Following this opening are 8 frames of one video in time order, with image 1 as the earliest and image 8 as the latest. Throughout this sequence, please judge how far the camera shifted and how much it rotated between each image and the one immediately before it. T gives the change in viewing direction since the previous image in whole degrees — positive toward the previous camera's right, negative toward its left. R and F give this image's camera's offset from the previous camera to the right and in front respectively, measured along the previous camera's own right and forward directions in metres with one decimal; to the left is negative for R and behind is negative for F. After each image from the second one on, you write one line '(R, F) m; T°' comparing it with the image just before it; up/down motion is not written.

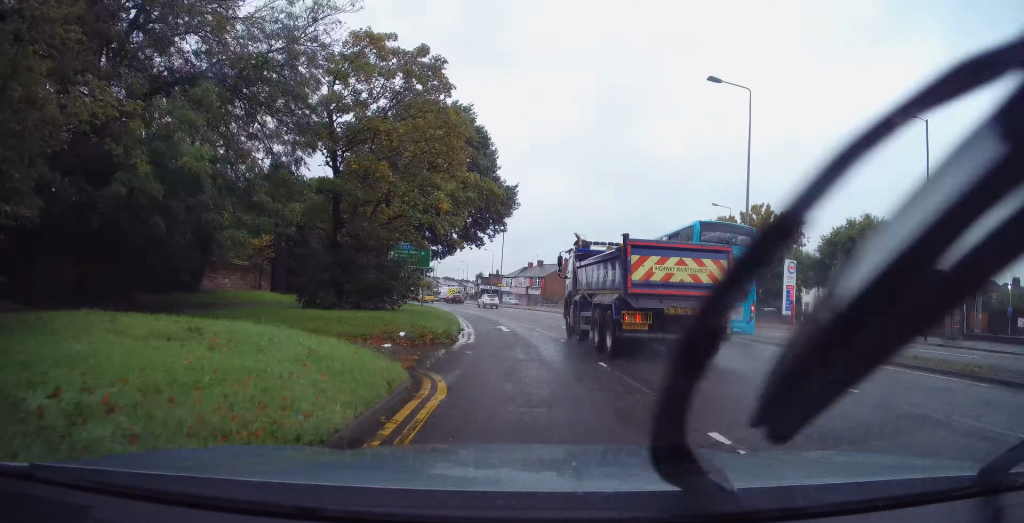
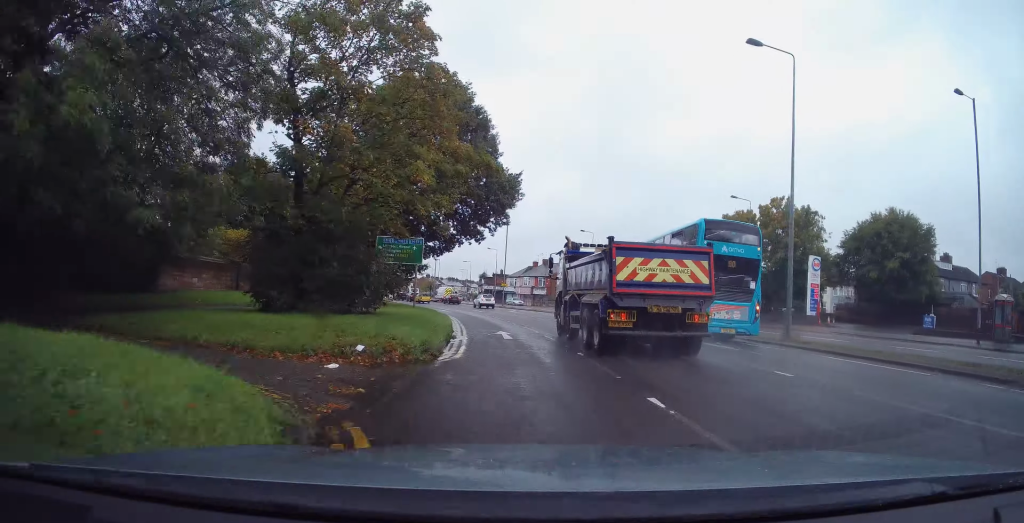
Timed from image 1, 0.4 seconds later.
(+0.1, +4.0) m; -1°
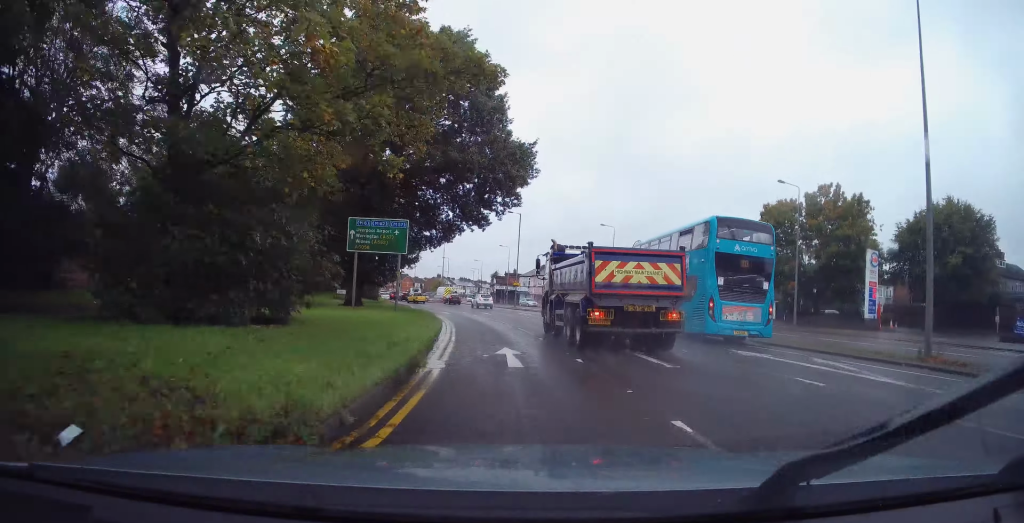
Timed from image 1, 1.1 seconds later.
(-0.2, +7.5) m; -1°
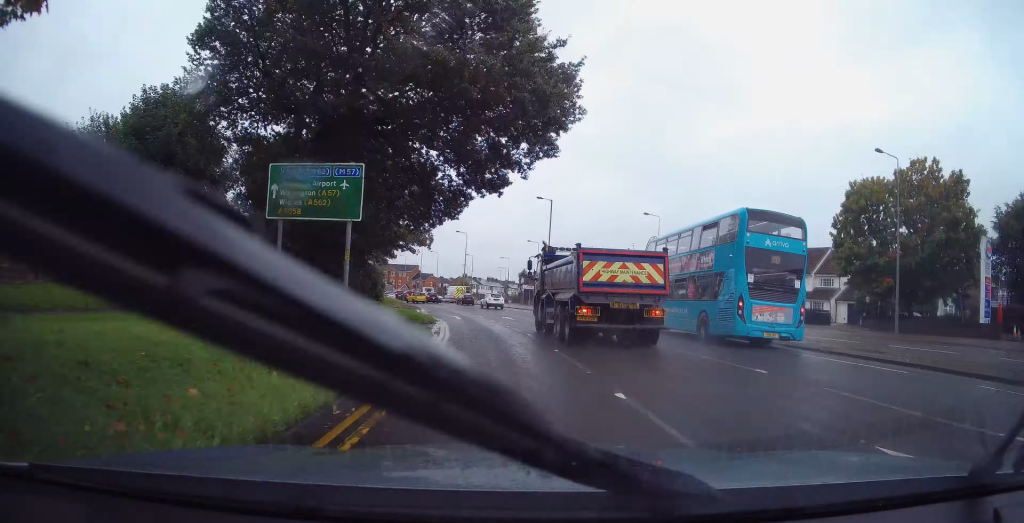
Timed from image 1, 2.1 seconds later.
(-0.1, +10.4) m; -2°
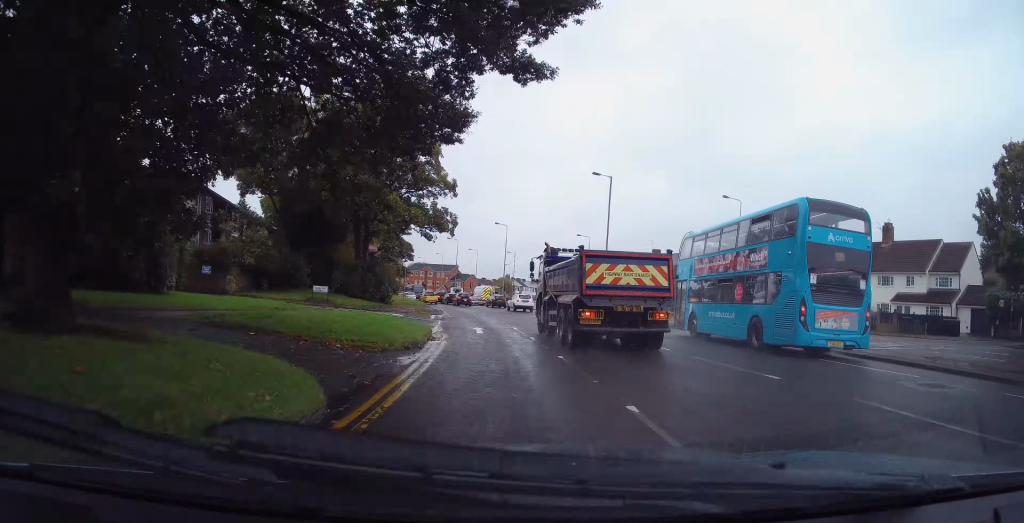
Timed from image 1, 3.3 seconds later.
(-0.3, +12.6) m; -6°
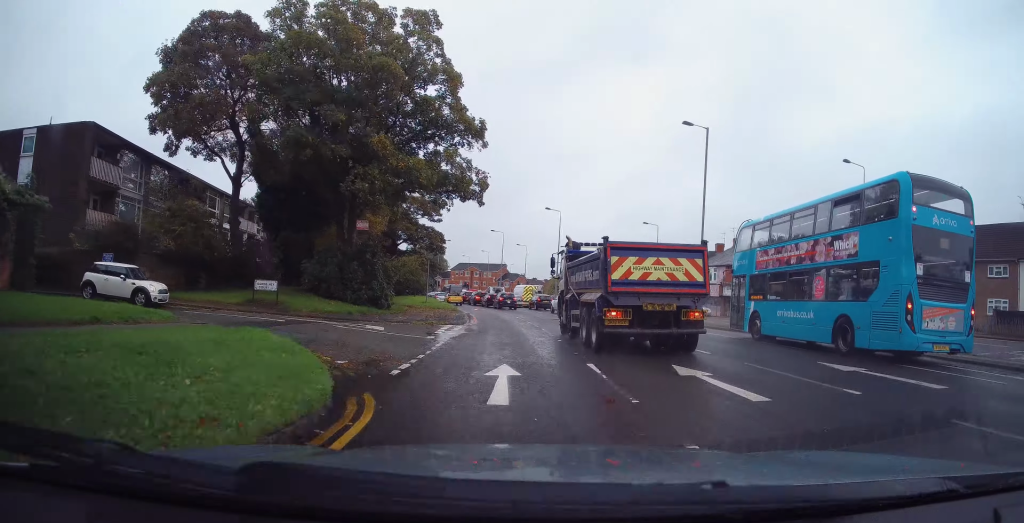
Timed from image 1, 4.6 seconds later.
(-1.0, +13.7) m; -7°
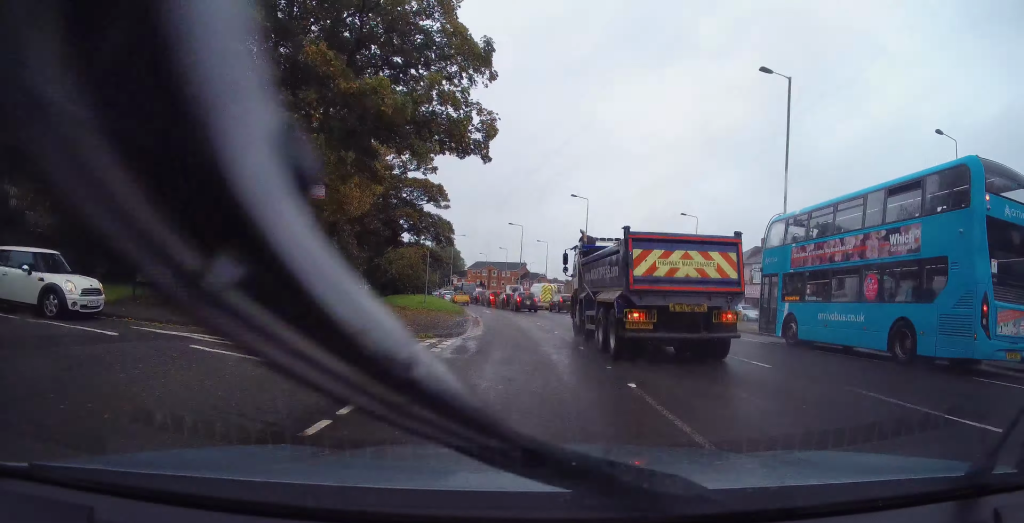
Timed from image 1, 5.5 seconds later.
(-0.2, +8.8) m; -2°
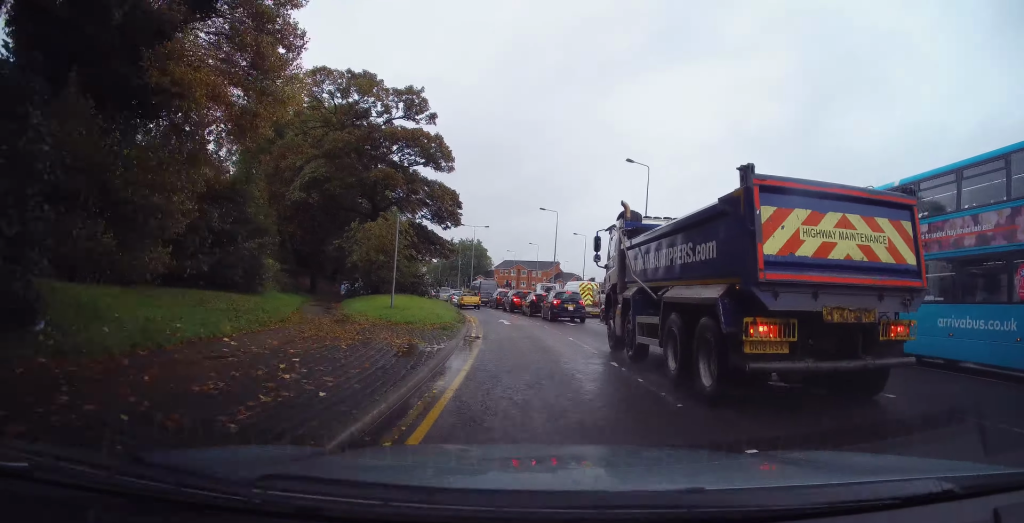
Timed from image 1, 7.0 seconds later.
(0.0, +15.7) m; +2°
